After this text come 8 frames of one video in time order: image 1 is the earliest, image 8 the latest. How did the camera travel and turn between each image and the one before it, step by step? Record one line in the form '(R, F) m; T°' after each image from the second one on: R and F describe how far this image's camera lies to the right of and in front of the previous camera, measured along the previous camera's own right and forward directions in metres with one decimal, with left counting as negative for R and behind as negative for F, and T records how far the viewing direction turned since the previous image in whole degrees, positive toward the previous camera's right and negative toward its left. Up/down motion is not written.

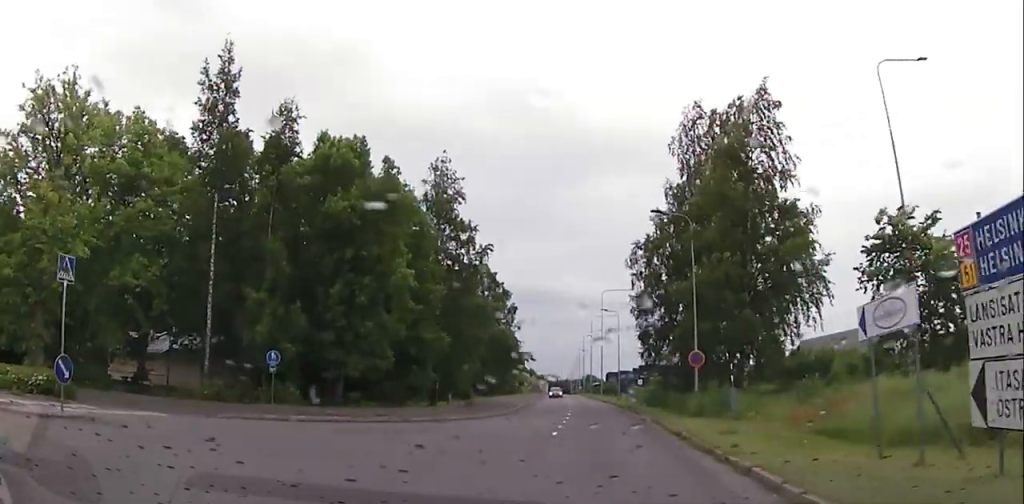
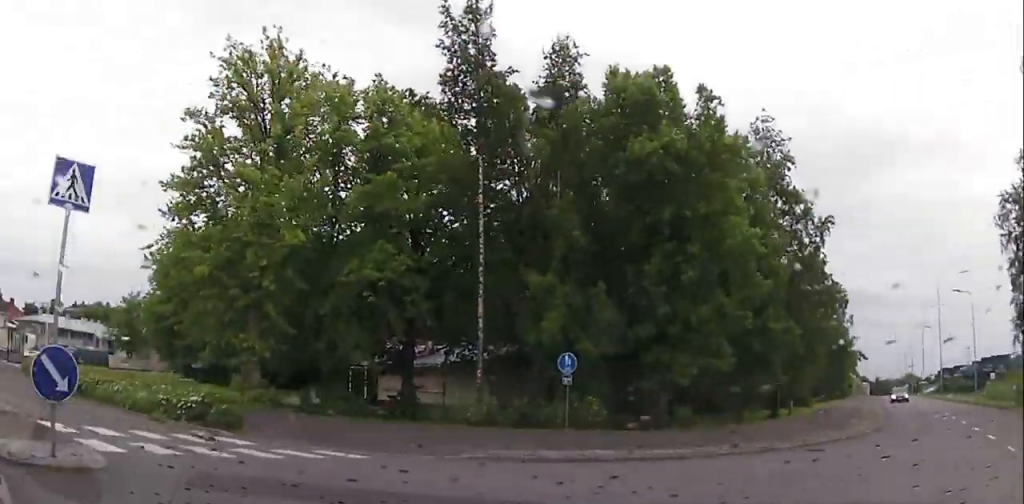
(-1.1, +8.8) m; -24°
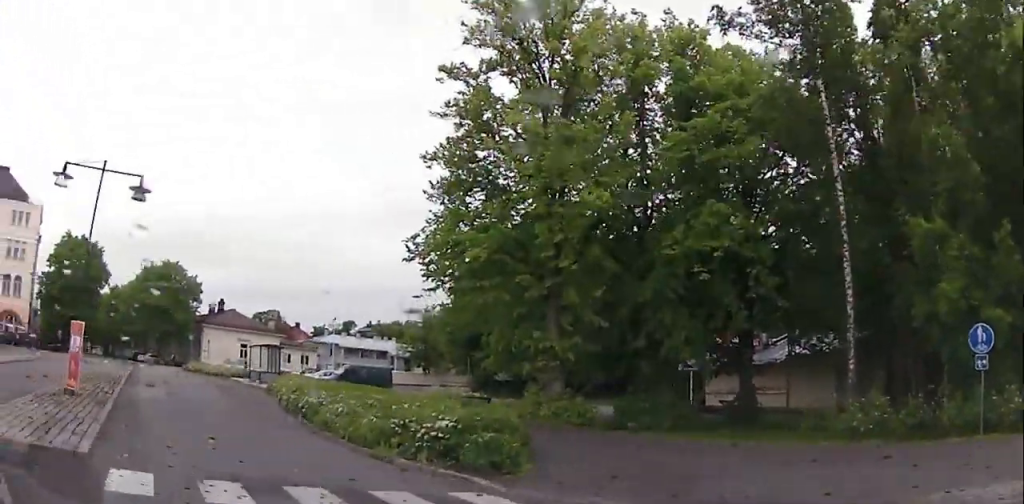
(-1.4, +6.1) m; -25°
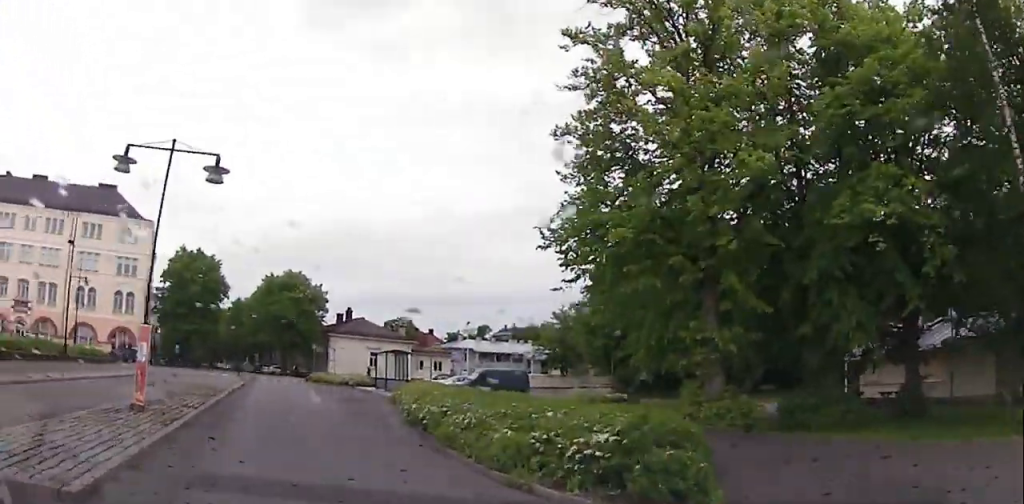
(-0.1, +2.7) m; -10°
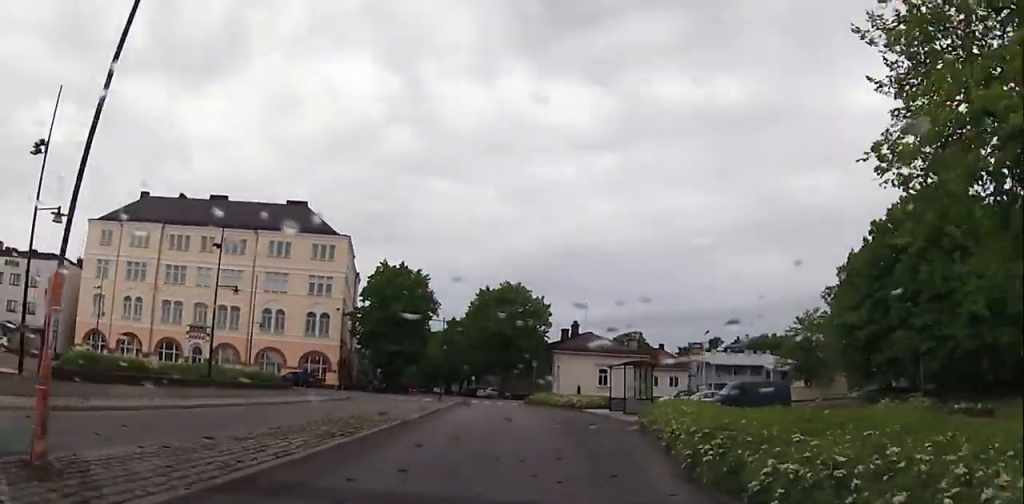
(-1.7, +8.3) m; -16°
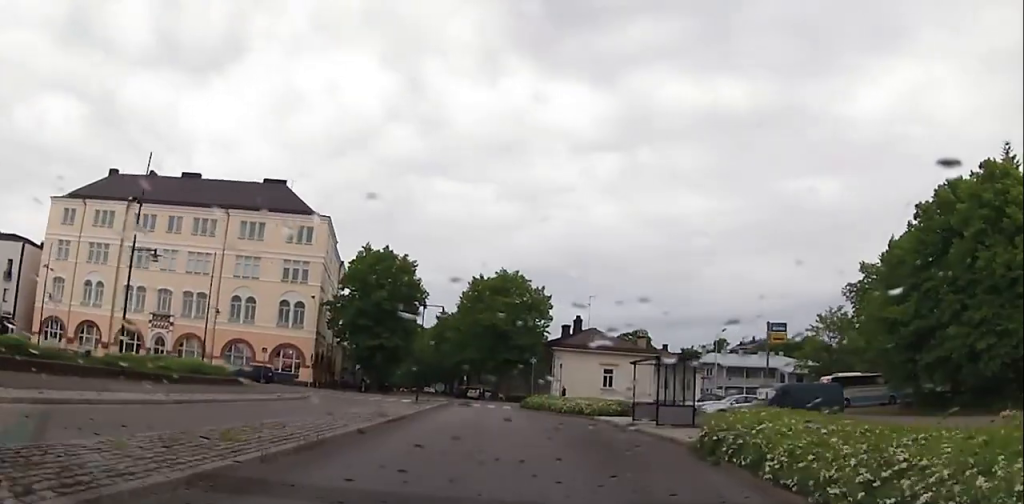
(-0.3, +8.0) m; -2°
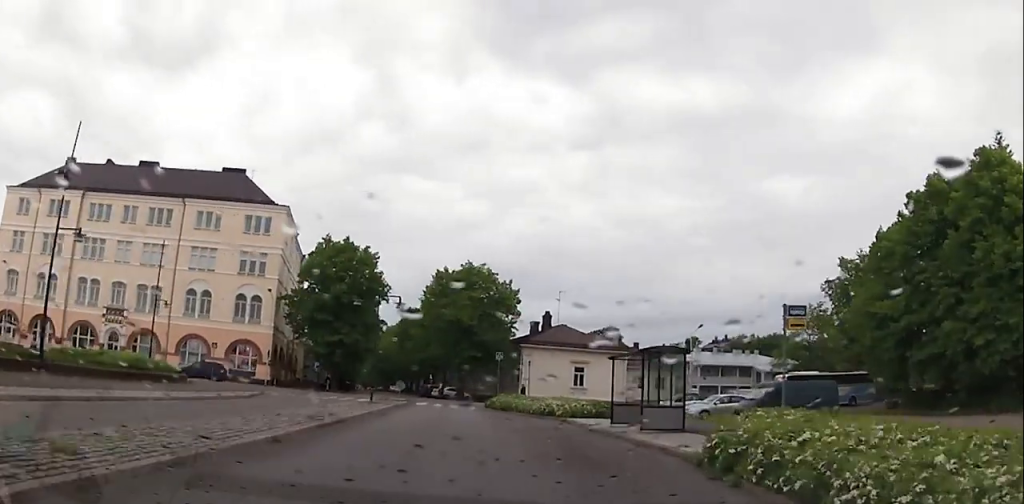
(0.0, +3.2) m; -1°
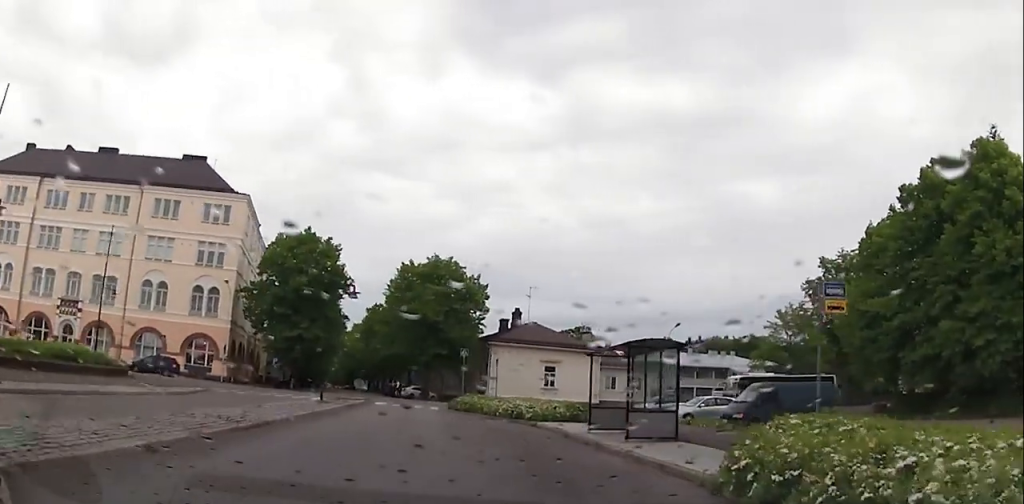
(0.0, +3.1) m; 0°
